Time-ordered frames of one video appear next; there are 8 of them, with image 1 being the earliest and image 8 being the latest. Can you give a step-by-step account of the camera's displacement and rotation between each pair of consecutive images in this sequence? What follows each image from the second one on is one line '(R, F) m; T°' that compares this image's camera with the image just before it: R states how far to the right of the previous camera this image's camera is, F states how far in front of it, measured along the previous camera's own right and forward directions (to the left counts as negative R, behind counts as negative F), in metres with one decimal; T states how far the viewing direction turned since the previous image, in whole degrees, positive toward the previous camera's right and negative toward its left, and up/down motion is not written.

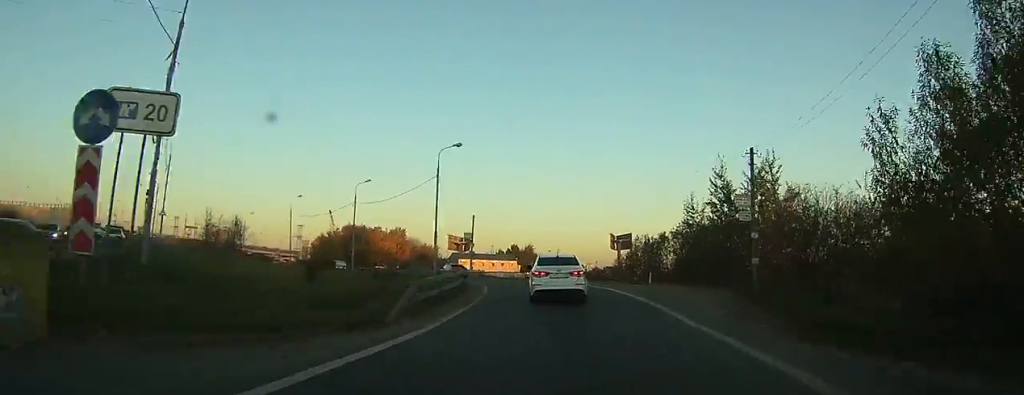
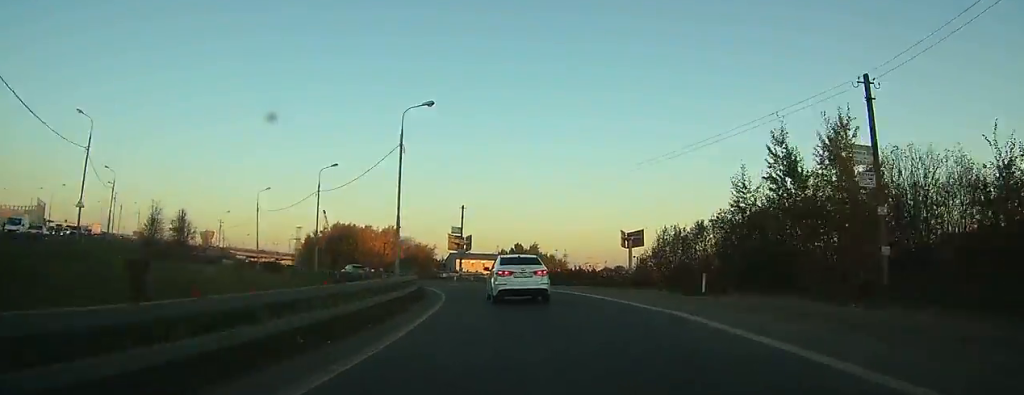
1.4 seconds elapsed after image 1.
(+1.5, +13.3) m; +4°
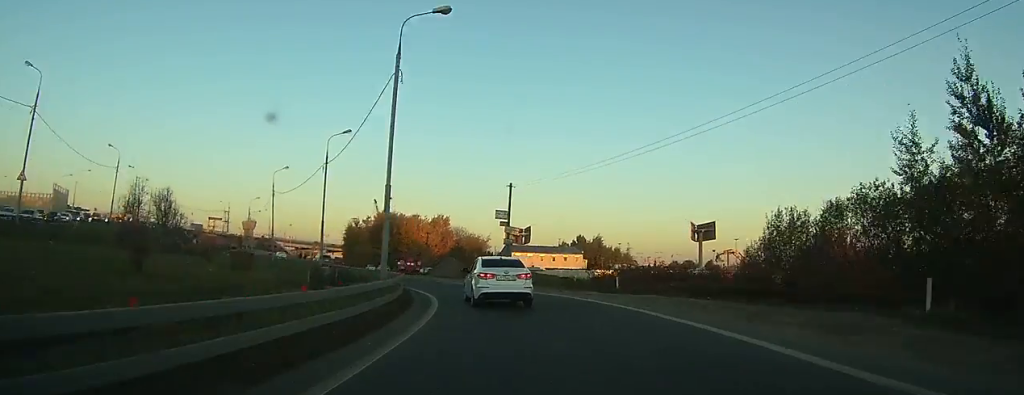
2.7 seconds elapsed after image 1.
(+0.4, +12.7) m; -1°
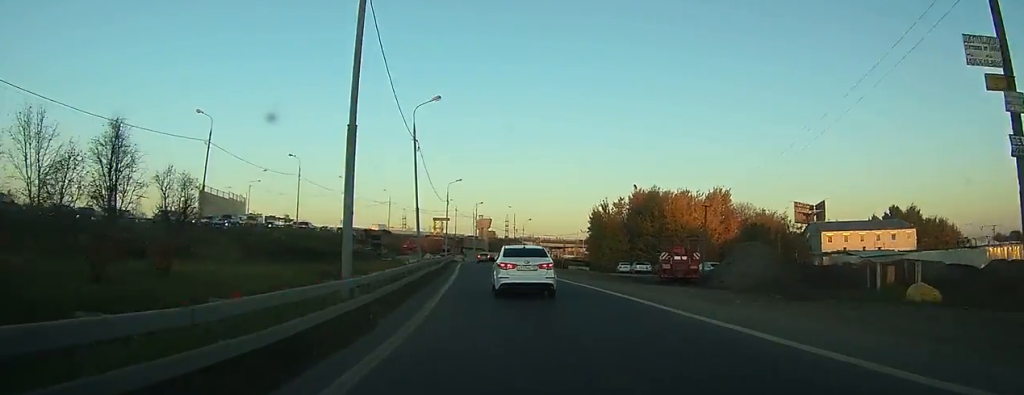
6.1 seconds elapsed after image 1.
(-3.7, +32.7) m; -17°
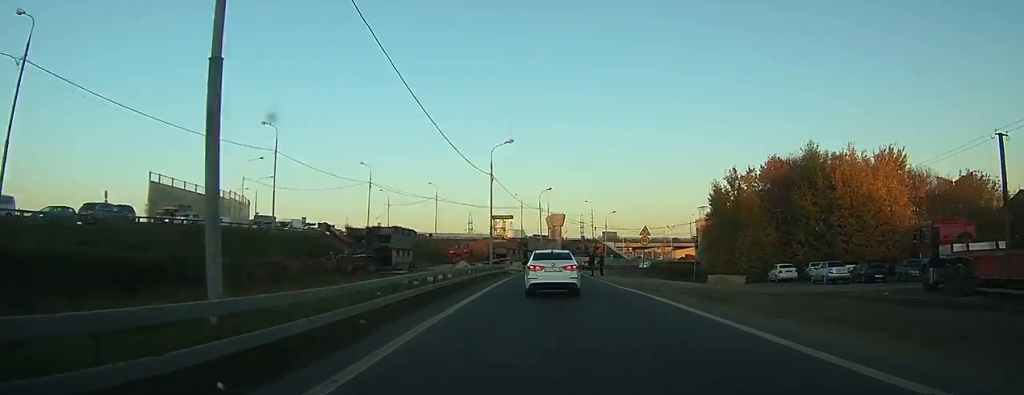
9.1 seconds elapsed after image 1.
(-4.5, +31.4) m; -11°
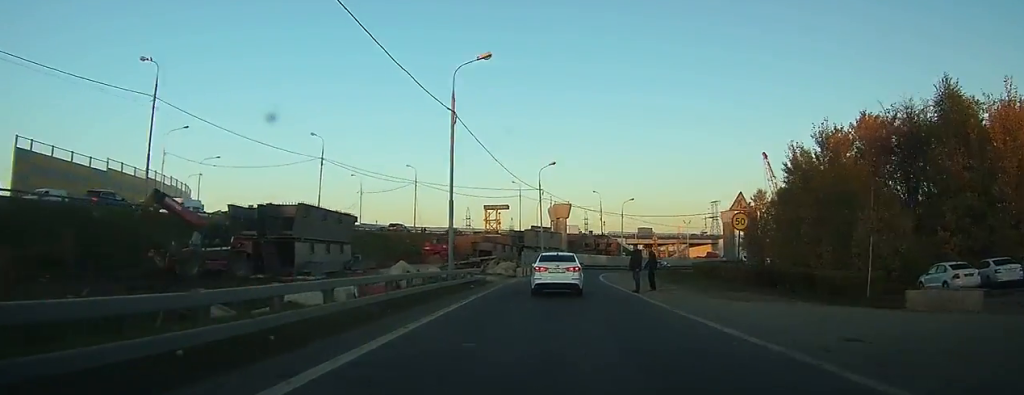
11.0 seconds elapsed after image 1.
(-0.8, +22.5) m; -2°
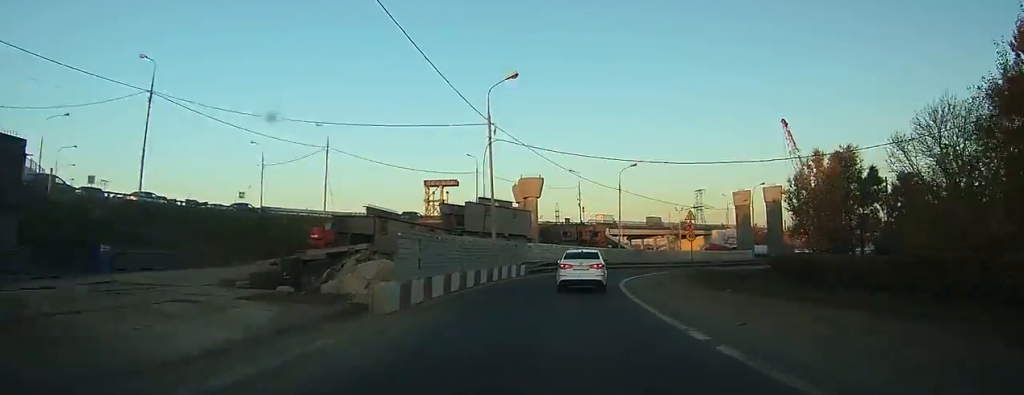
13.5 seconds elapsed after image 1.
(+0.1, +31.3) m; +2°
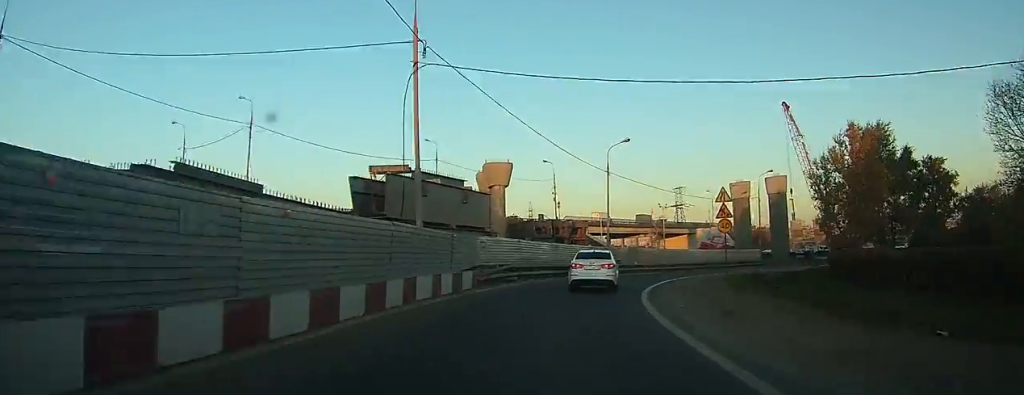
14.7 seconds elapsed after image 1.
(+0.2, +14.4) m; +3°
